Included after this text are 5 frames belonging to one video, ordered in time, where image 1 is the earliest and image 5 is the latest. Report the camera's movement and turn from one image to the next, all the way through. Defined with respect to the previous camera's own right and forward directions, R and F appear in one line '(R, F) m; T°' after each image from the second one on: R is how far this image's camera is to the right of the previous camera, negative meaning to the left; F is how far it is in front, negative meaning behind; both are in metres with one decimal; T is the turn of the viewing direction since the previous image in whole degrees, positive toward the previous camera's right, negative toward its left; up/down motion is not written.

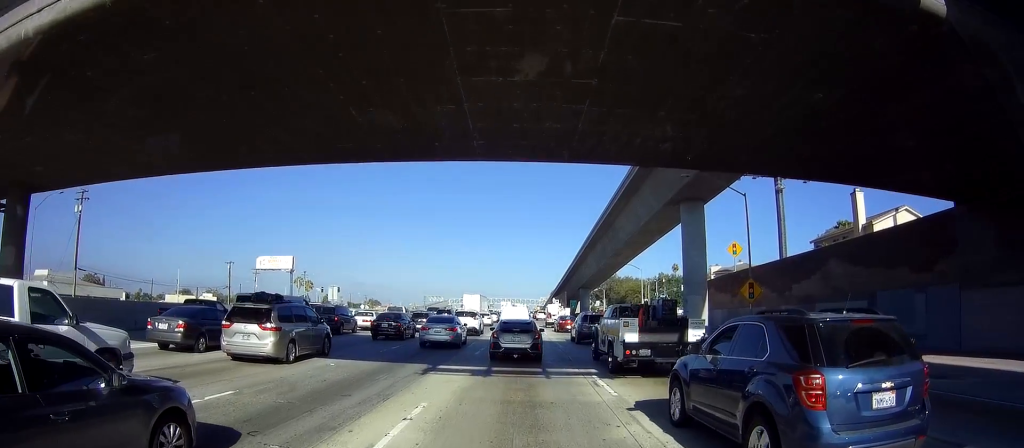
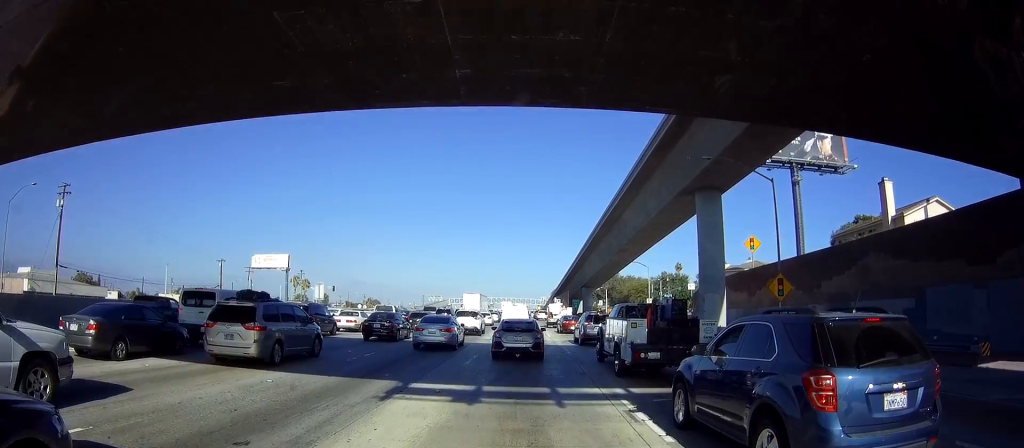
(-0.1, +4.0) m; -1°
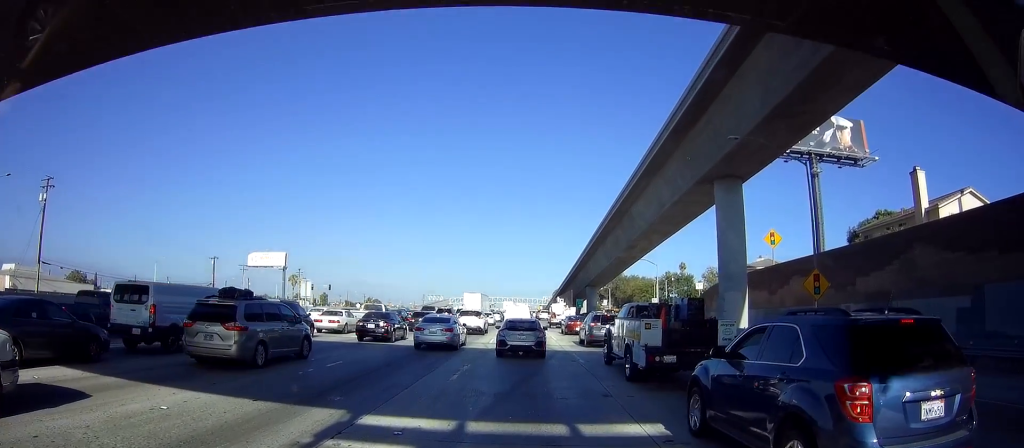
(0.0, +3.6) m; -4°
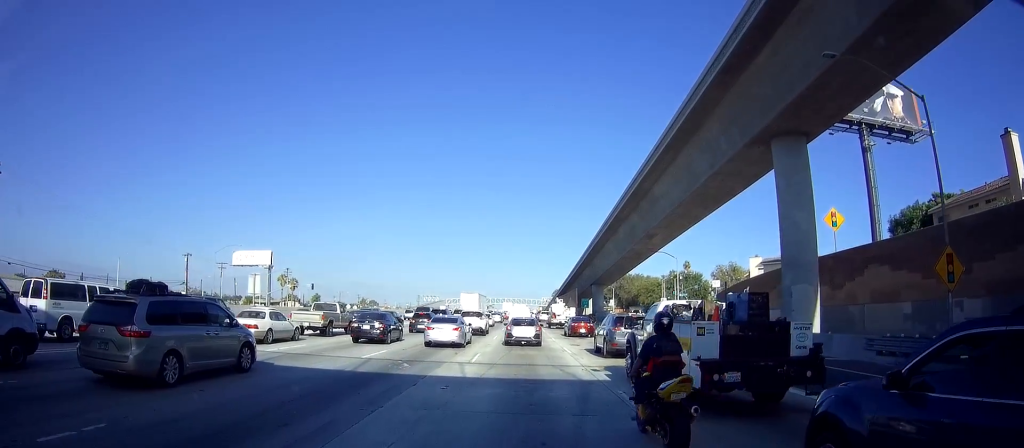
(-0.3, +10.6) m; +1°
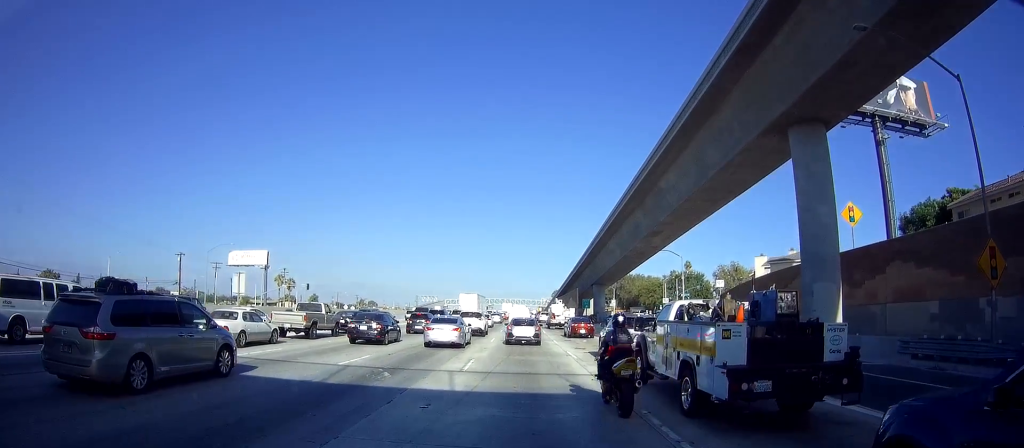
(0.0, +2.5) m; +1°
